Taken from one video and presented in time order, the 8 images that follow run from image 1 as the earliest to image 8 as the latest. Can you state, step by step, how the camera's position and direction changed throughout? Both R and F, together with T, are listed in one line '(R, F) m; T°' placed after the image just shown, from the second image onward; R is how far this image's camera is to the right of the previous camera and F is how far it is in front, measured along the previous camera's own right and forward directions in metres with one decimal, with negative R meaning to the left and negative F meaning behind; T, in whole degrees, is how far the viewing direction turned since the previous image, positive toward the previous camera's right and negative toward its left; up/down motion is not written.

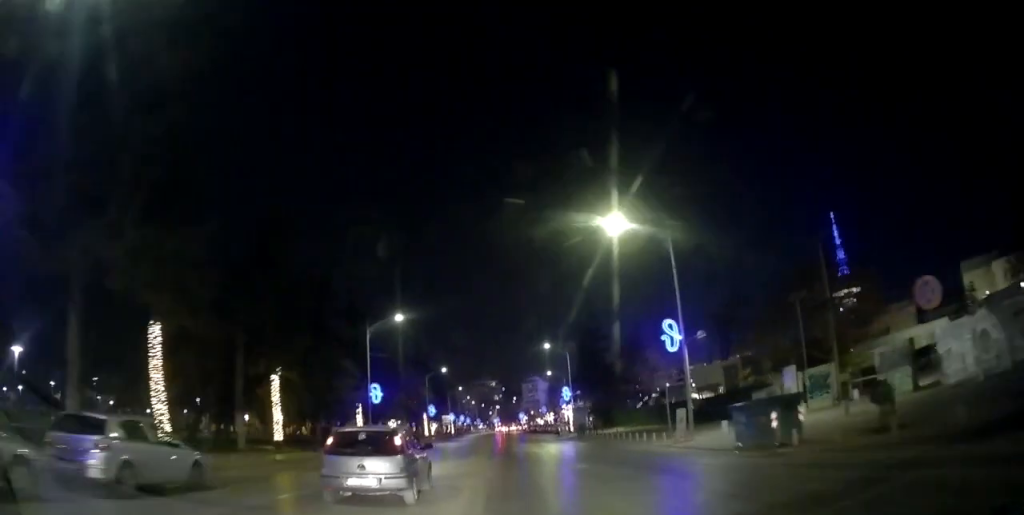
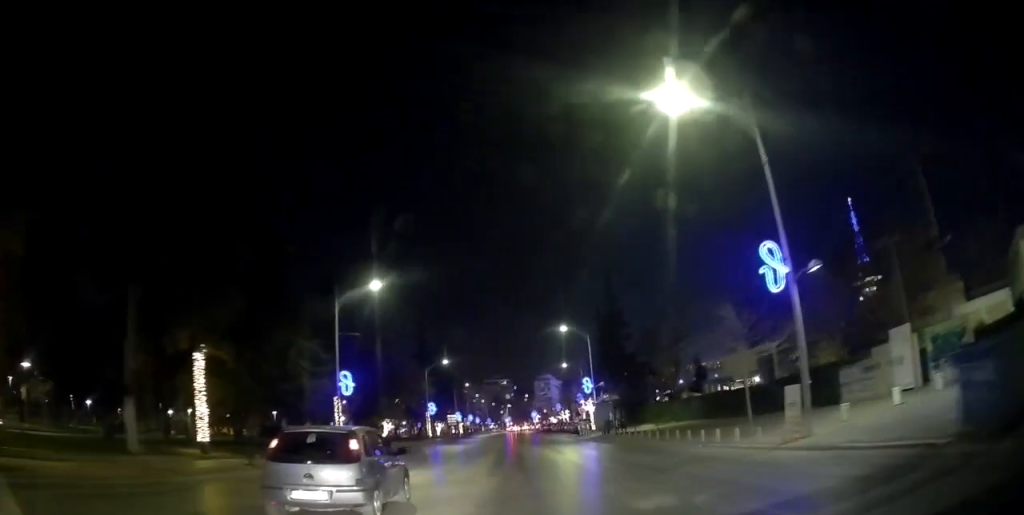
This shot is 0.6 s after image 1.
(-0.1, +8.8) m; 0°
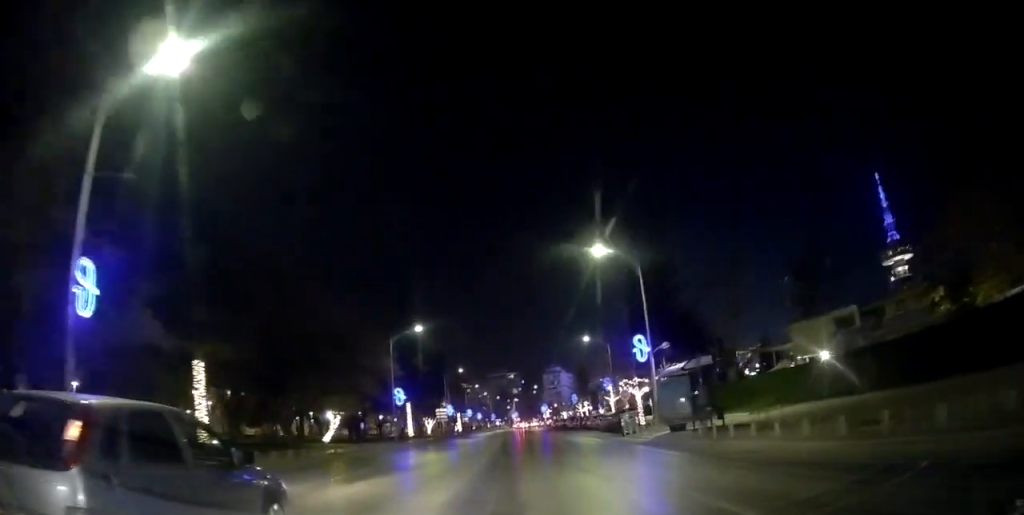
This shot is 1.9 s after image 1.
(+0.1, +19.9) m; 0°
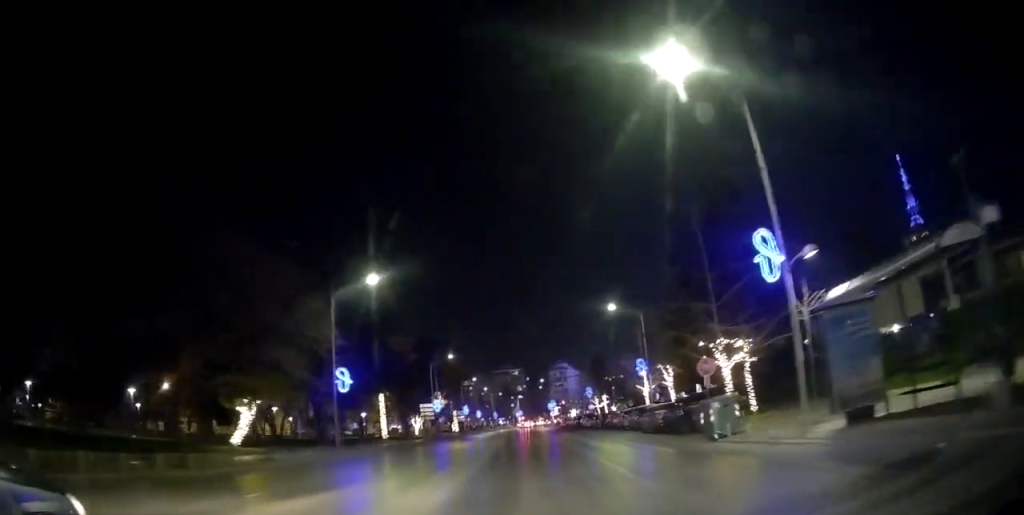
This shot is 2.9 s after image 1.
(0.0, +15.4) m; -1°
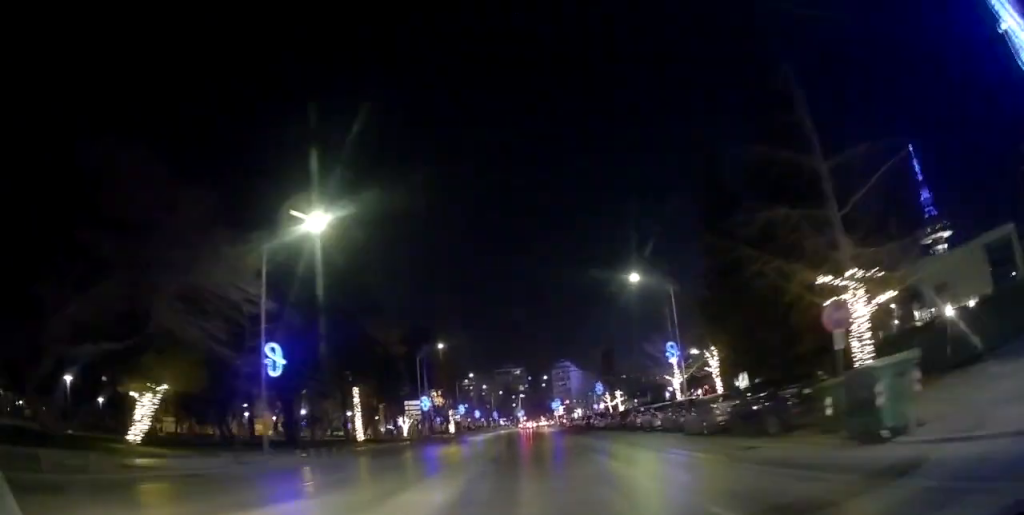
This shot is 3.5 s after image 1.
(0.0, +9.1) m; -1°
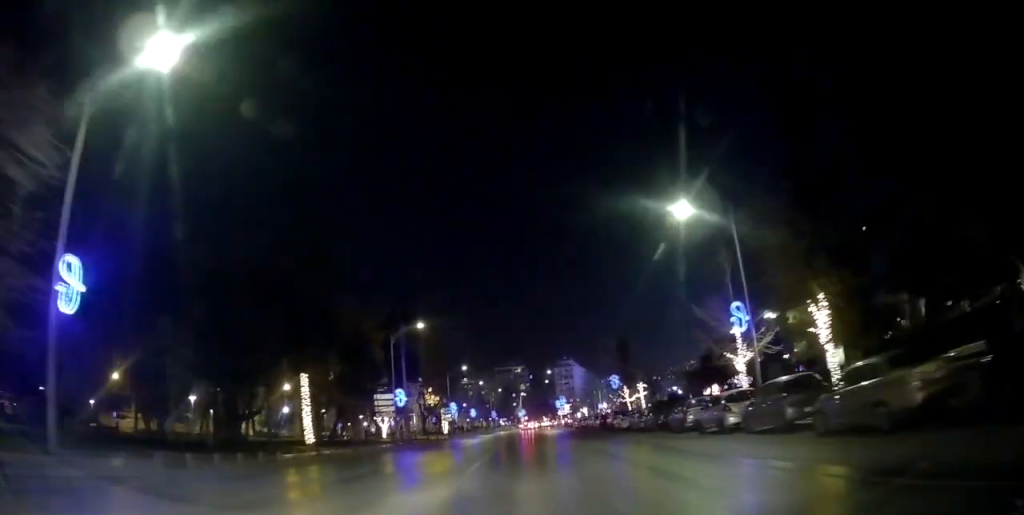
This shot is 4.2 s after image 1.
(-0.3, +11.5) m; 0°
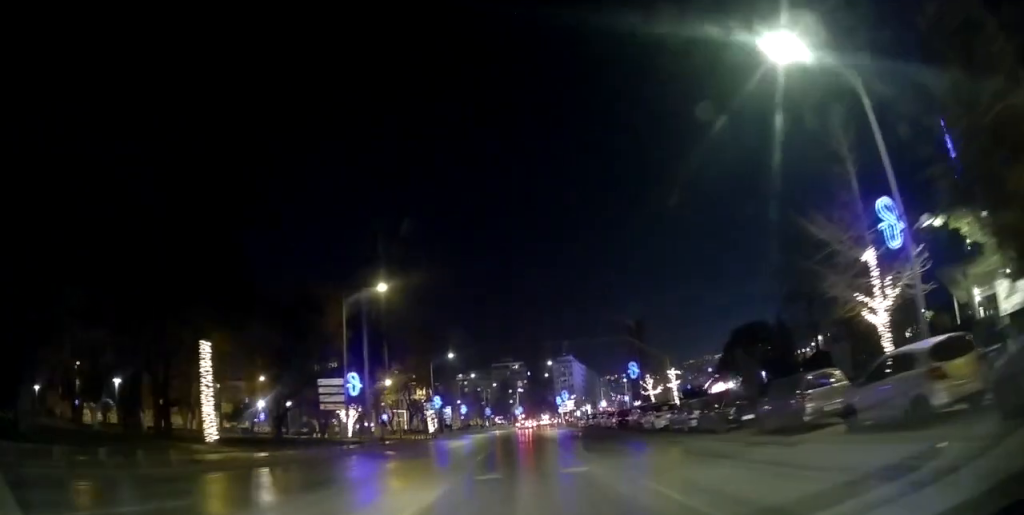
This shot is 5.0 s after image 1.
(+0.2, +11.6) m; 0°
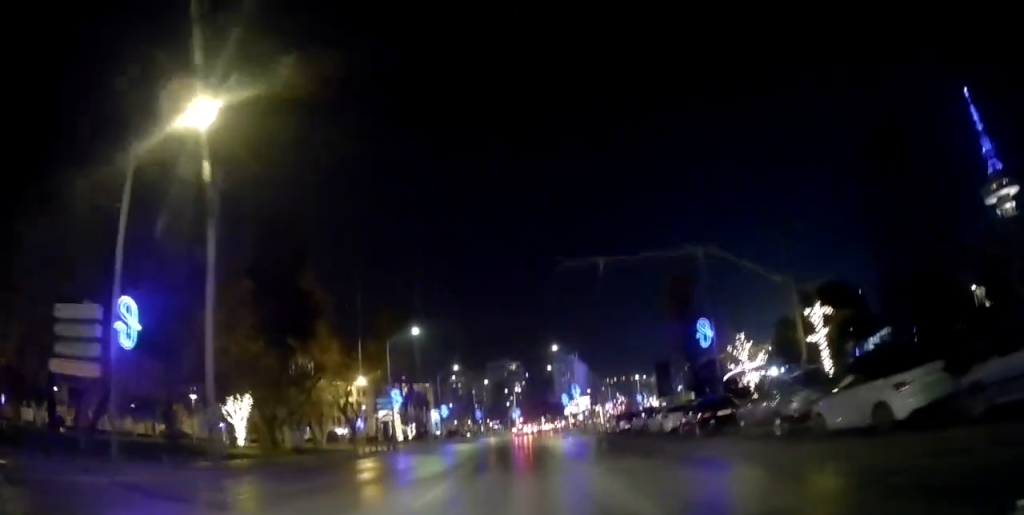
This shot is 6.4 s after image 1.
(-0.2, +20.4) m; 0°
